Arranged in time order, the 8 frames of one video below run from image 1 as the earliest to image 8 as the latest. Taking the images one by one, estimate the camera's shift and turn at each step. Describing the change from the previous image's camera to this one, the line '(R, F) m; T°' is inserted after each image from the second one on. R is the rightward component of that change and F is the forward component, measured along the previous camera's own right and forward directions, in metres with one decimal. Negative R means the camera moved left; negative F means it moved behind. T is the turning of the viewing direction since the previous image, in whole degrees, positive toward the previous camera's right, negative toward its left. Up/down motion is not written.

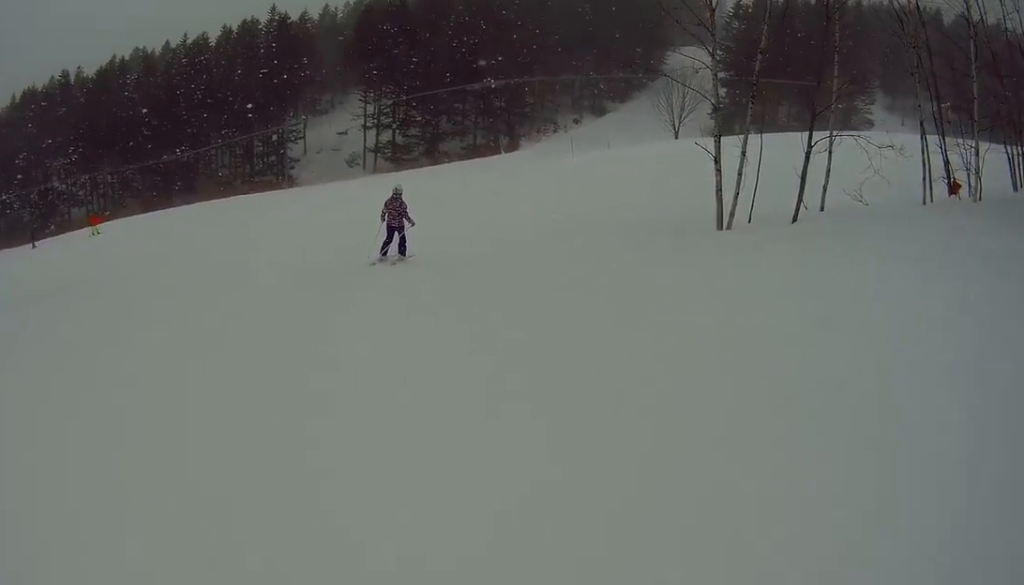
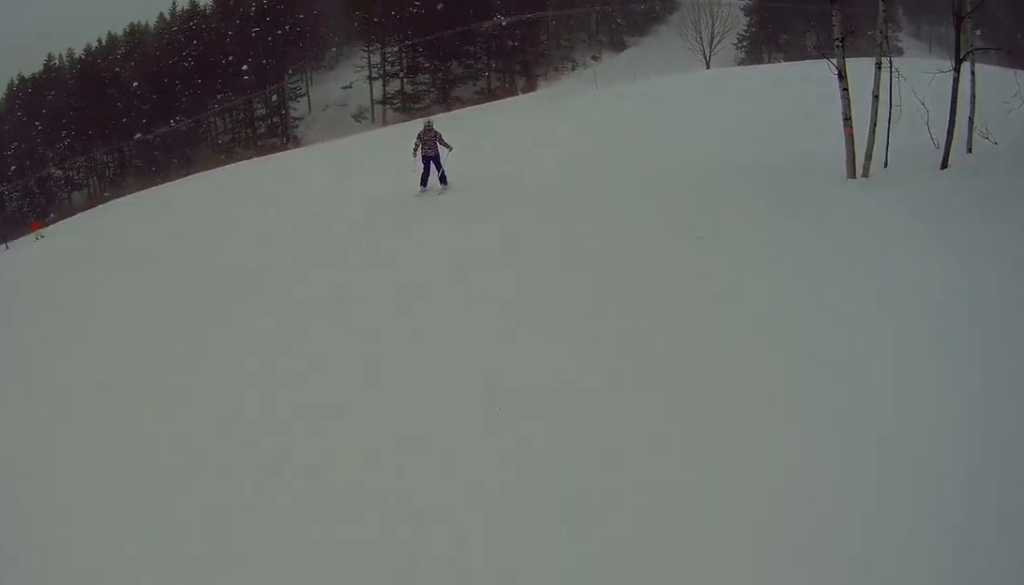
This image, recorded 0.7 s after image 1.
(-0.2, +5.1) m; -1°
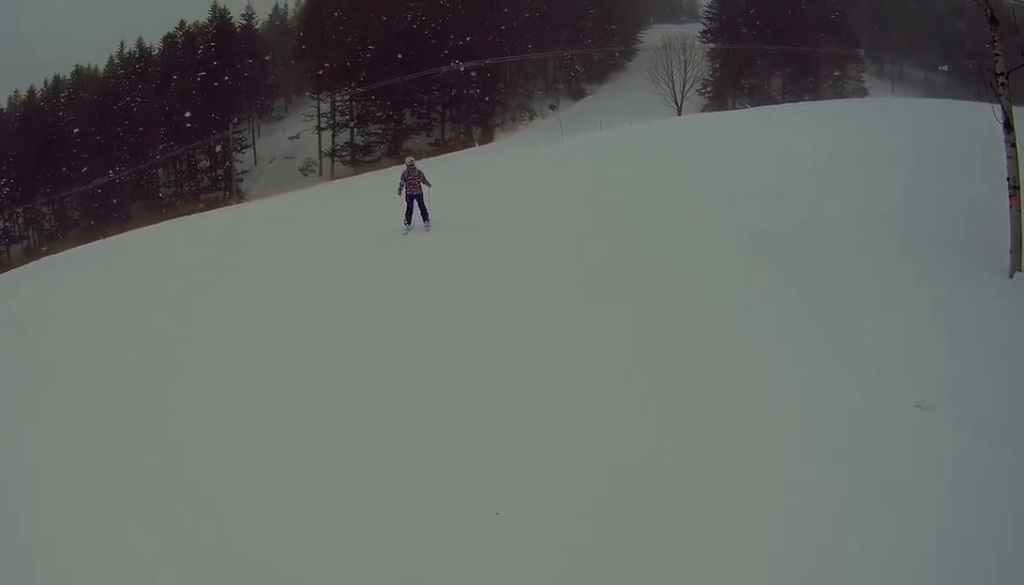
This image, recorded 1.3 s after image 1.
(-0.8, +4.3) m; 0°
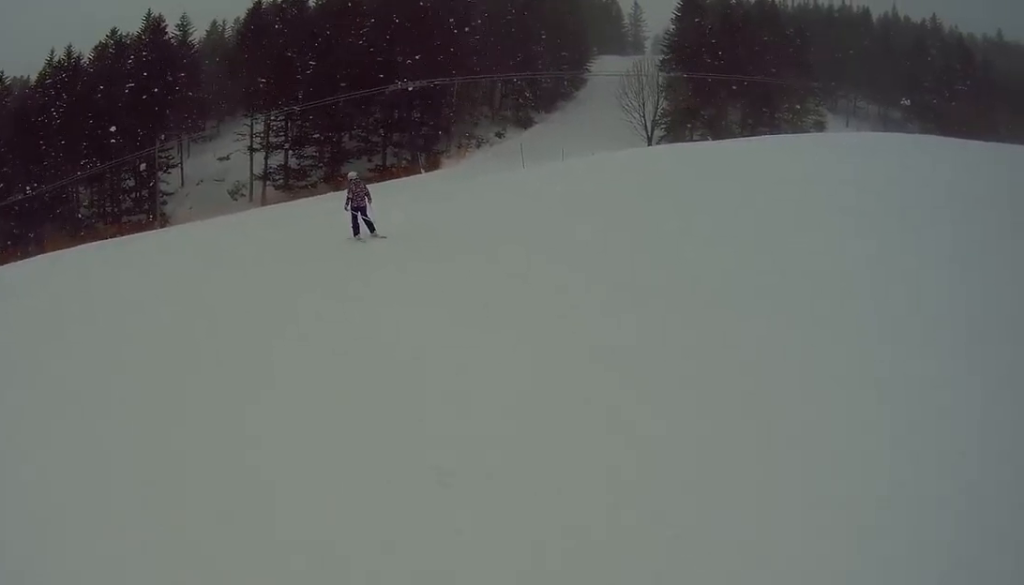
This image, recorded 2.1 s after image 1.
(+1.1, +5.4) m; +9°
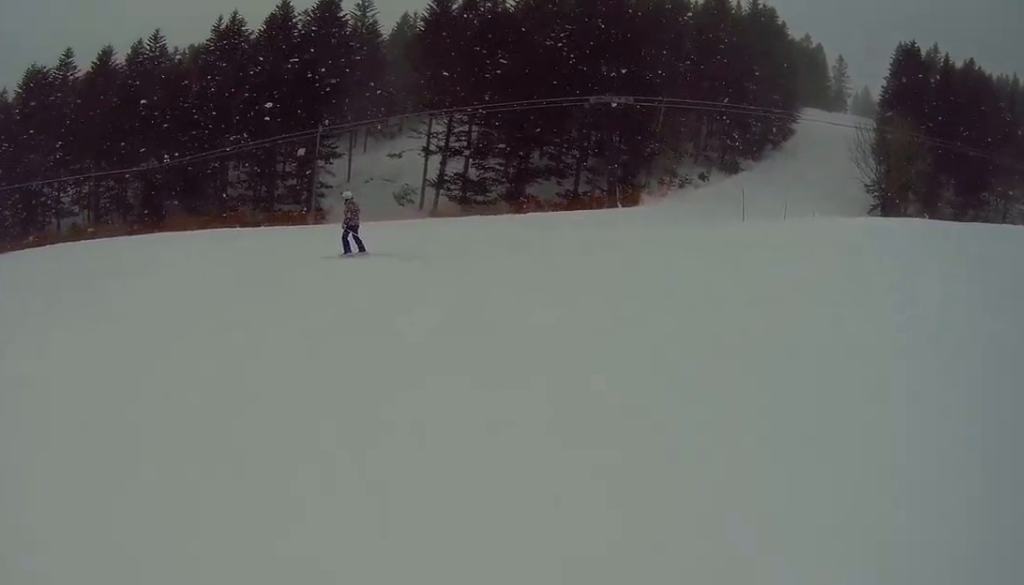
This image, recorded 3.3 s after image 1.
(+0.5, +8.5) m; +3°
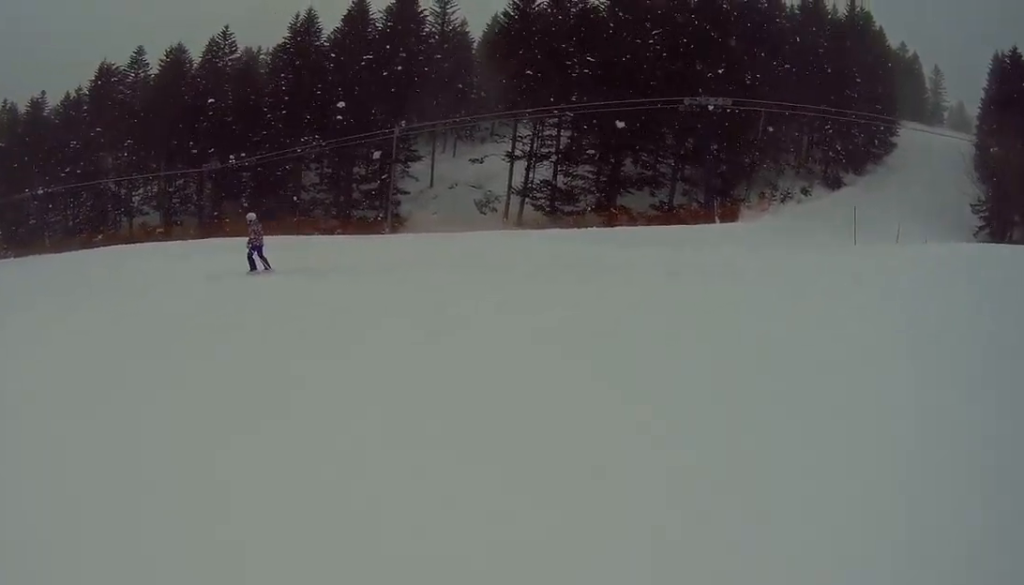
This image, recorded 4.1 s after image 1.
(0.0, +4.6) m; -11°
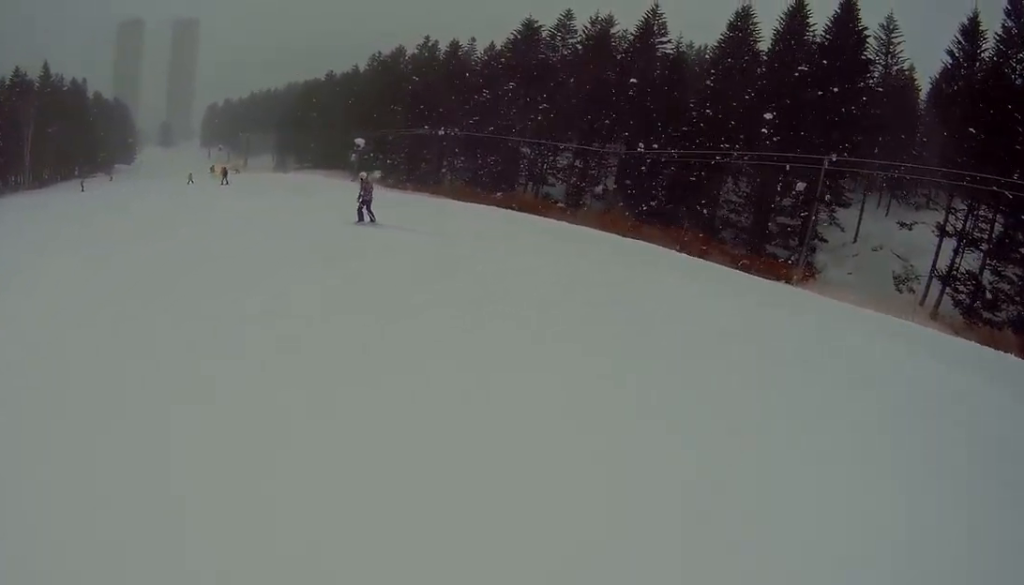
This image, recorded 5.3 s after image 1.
(-1.9, +7.4) m; -24°
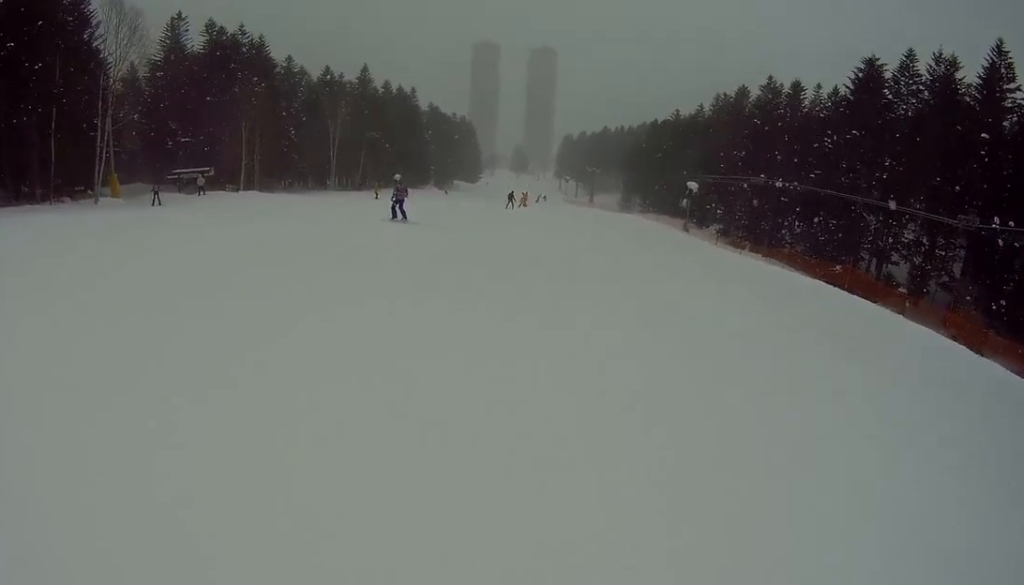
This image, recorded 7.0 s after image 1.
(-2.5, +9.0) m; -29°
